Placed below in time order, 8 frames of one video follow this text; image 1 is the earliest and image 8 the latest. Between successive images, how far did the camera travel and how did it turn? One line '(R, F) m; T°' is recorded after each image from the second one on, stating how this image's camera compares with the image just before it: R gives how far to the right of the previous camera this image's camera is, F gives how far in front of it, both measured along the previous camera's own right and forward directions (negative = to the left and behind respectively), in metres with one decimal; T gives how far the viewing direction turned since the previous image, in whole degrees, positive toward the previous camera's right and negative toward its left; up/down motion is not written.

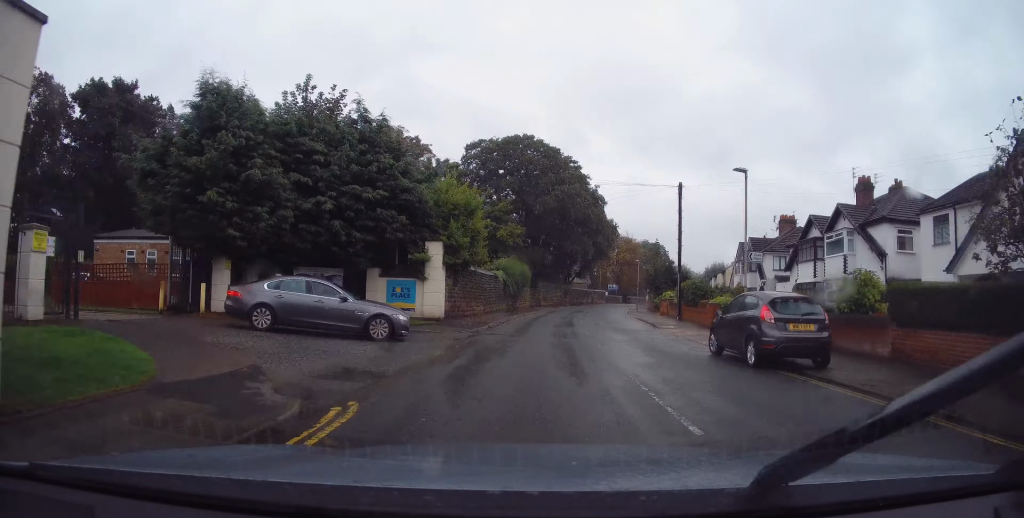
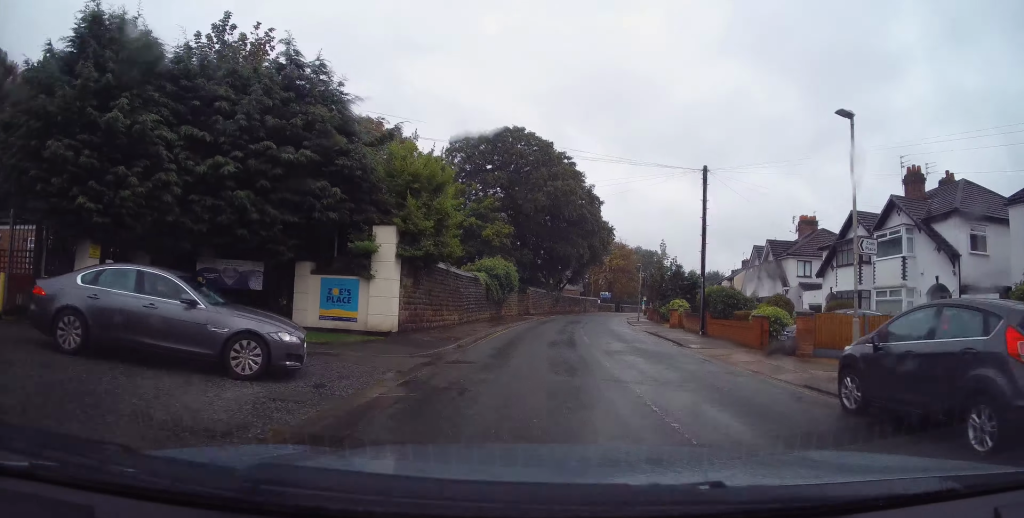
(0.0, +6.0) m; +3°
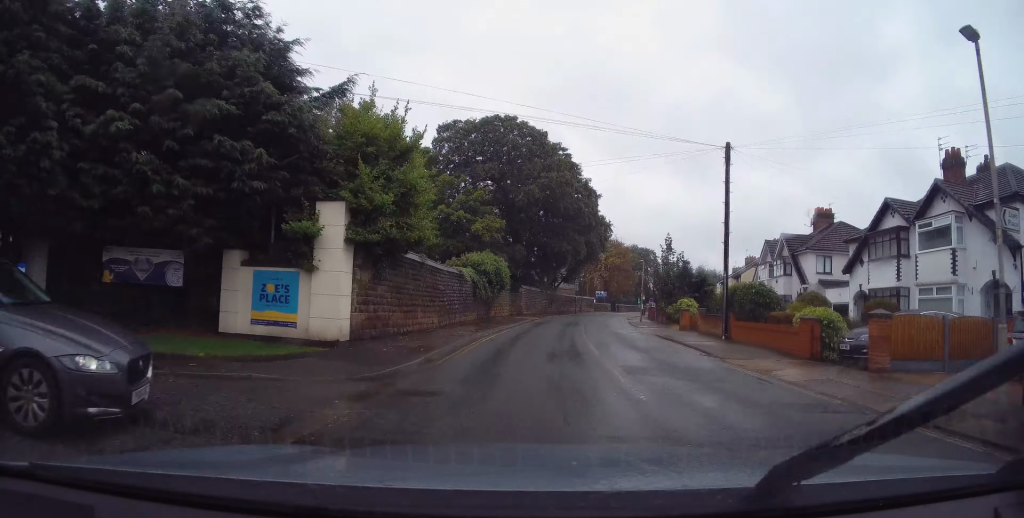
(+0.2, +3.8) m; 0°
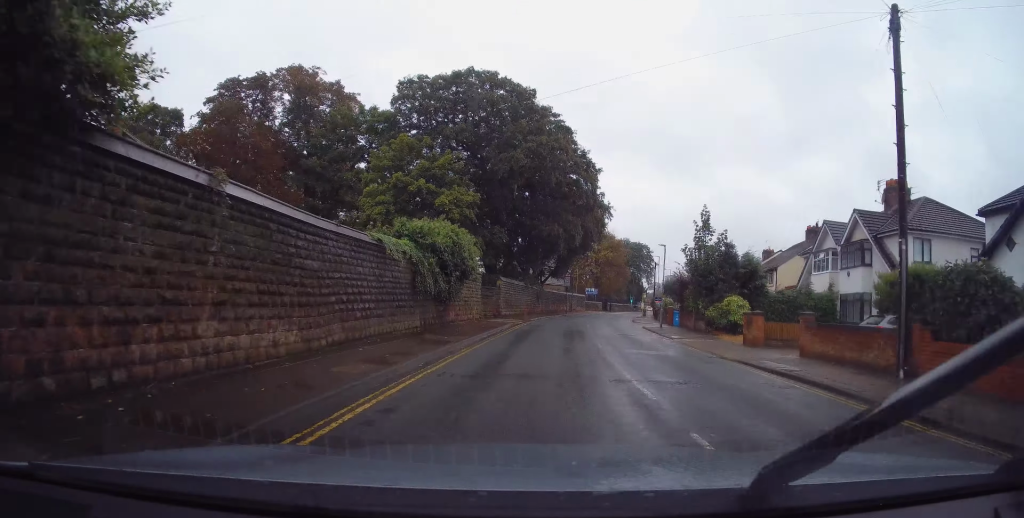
(0.0, +11.4) m; 0°
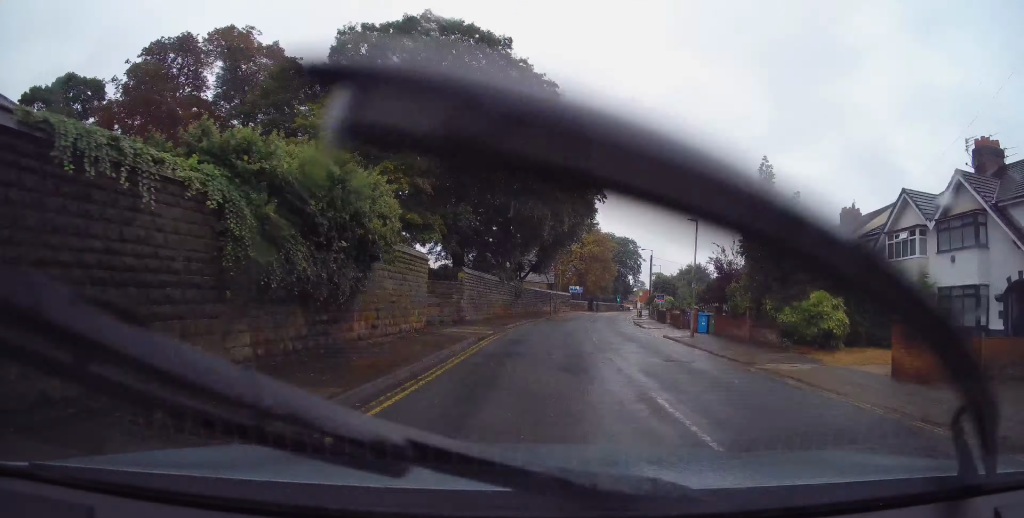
(+0.3, +10.0) m; +3°
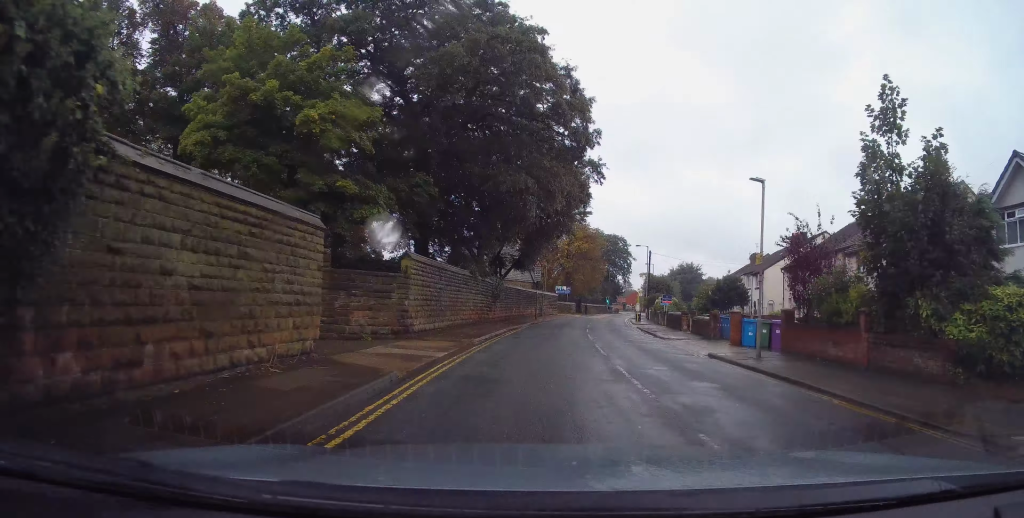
(+0.2, +8.3) m; +3°
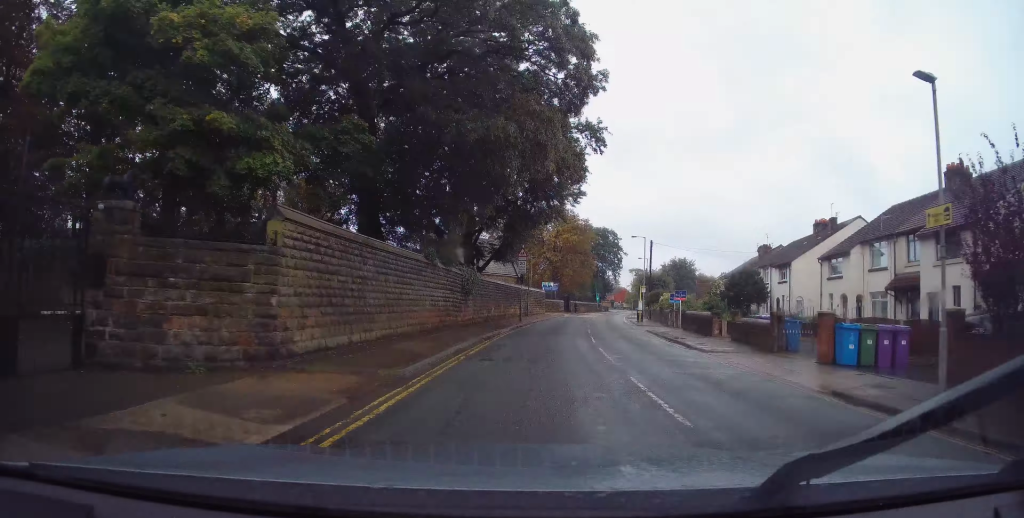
(+0.3, +7.9) m; 0°
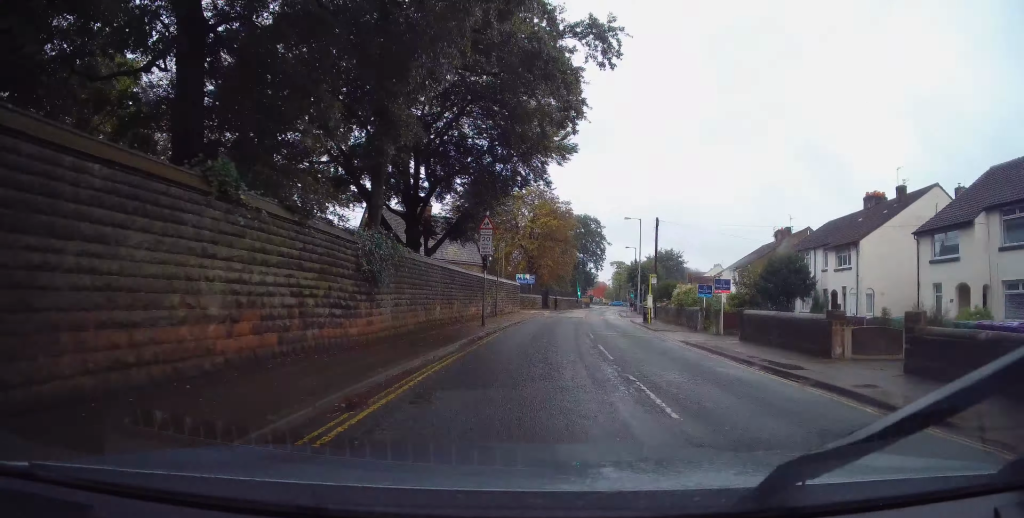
(-0.3, +11.9) m; +2°
